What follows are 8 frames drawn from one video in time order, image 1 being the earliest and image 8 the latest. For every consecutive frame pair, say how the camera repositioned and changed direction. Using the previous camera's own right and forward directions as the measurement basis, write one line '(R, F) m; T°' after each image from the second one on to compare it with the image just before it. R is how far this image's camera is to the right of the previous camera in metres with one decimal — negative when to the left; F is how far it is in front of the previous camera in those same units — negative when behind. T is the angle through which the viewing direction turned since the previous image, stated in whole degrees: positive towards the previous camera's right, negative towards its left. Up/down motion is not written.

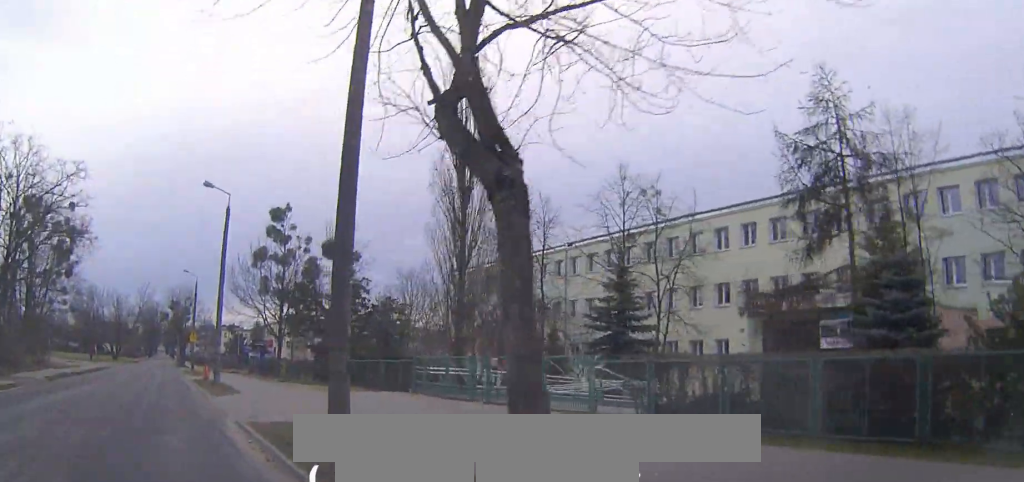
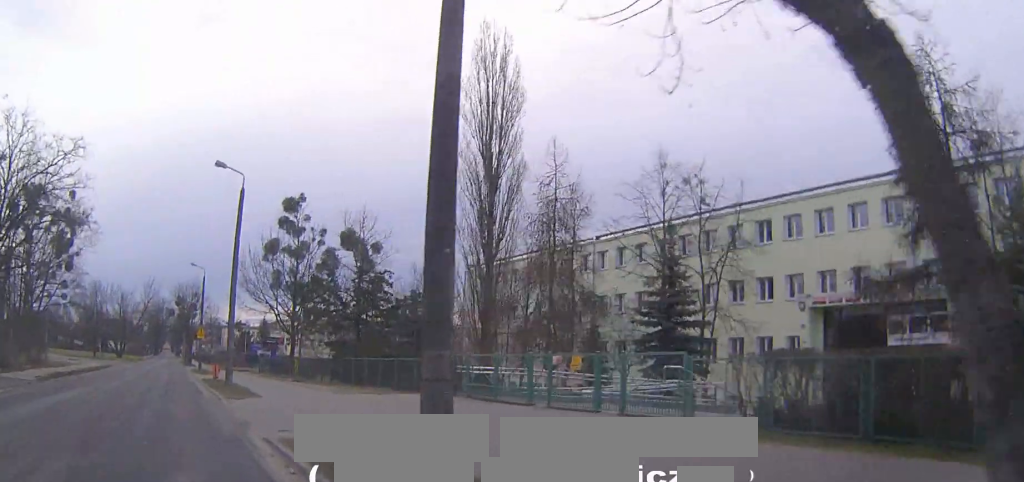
(0.0, +3.2) m; 0°
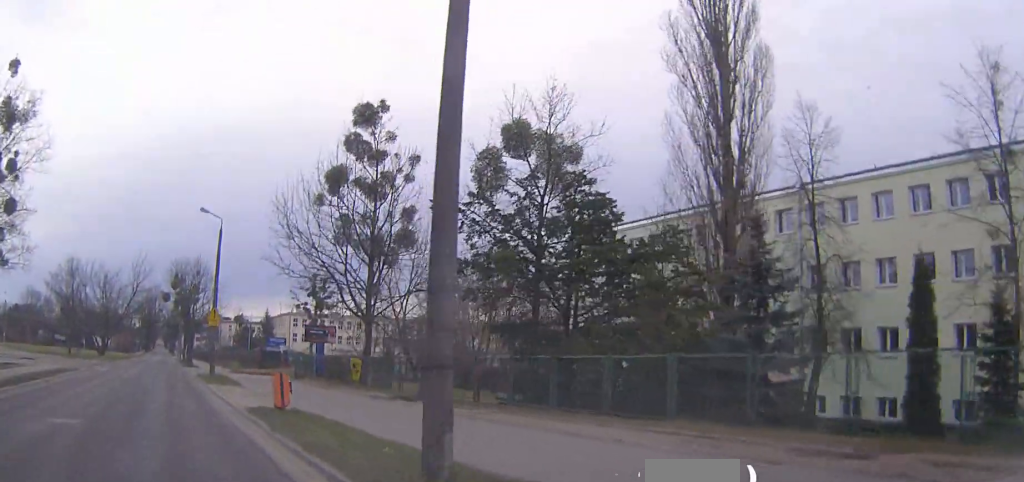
(0.0, +21.8) m; 0°
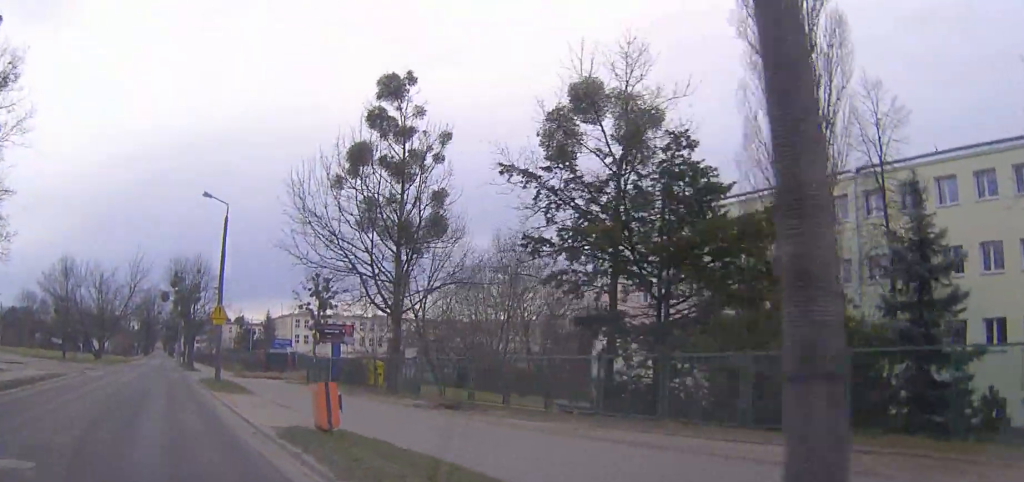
(0.0, +4.3) m; 0°
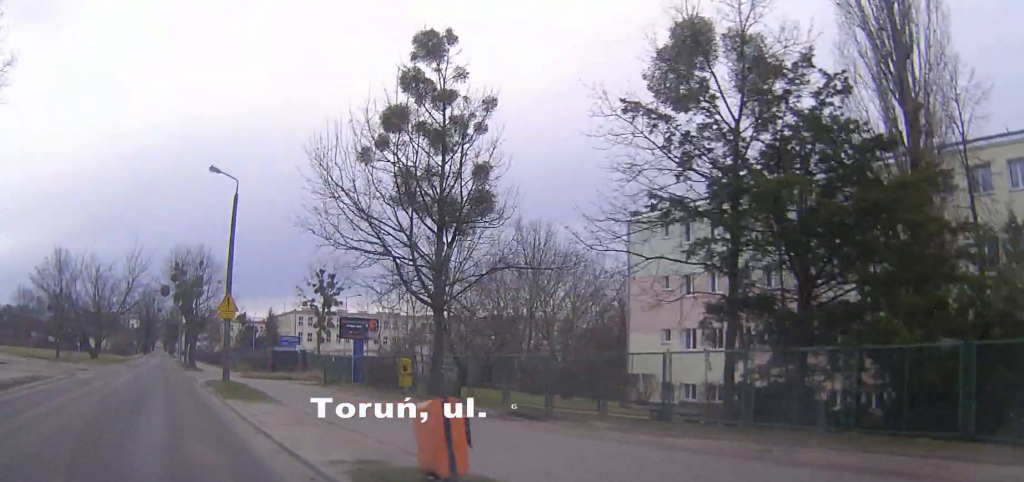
(0.0, +4.6) m; 0°
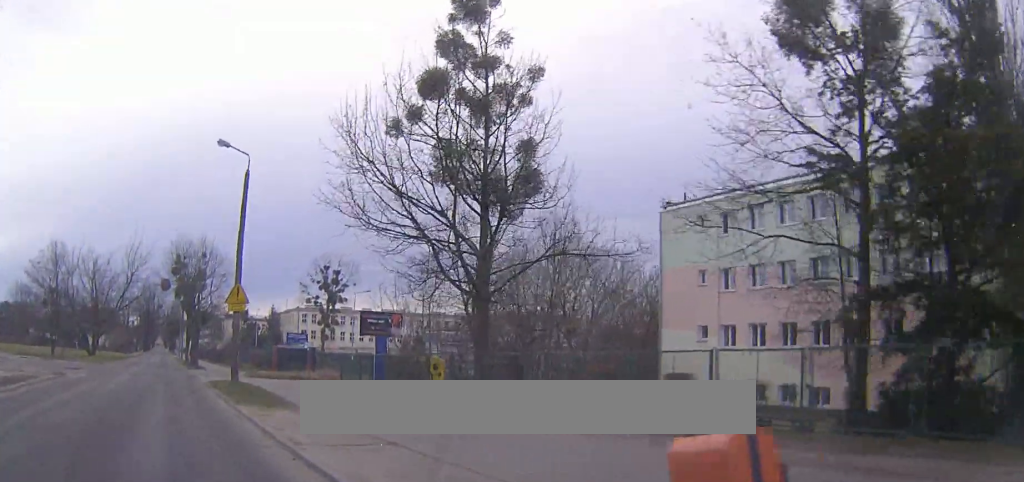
(0.0, +3.6) m; 0°
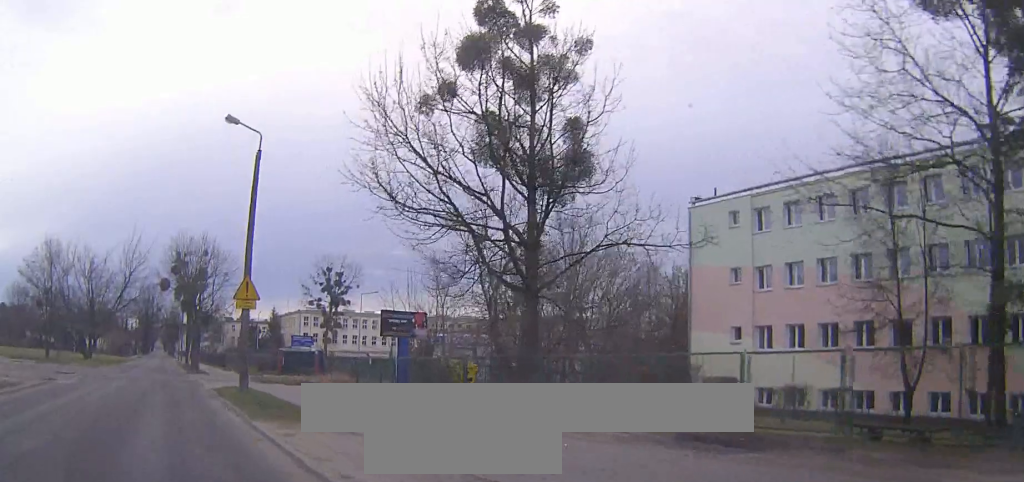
(0.0, +3.1) m; 0°
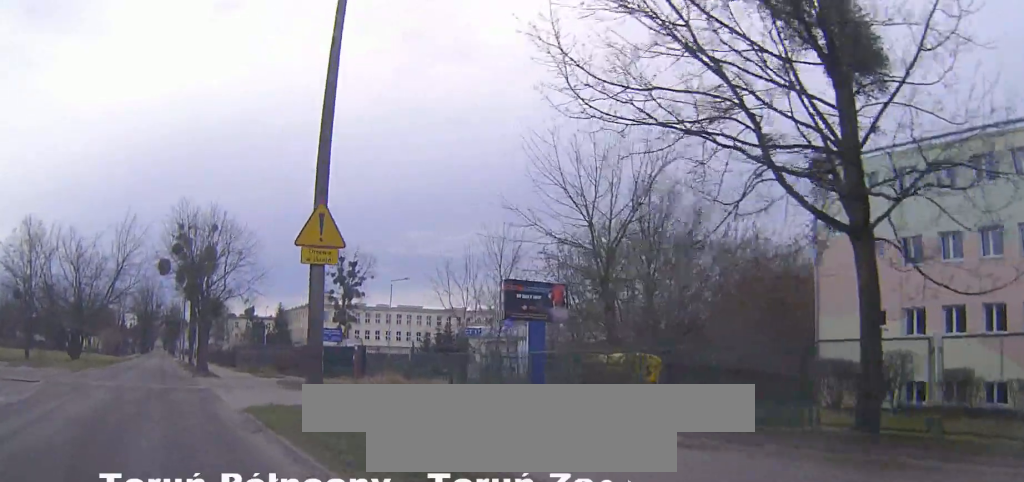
(0.0, +10.7) m; 0°
